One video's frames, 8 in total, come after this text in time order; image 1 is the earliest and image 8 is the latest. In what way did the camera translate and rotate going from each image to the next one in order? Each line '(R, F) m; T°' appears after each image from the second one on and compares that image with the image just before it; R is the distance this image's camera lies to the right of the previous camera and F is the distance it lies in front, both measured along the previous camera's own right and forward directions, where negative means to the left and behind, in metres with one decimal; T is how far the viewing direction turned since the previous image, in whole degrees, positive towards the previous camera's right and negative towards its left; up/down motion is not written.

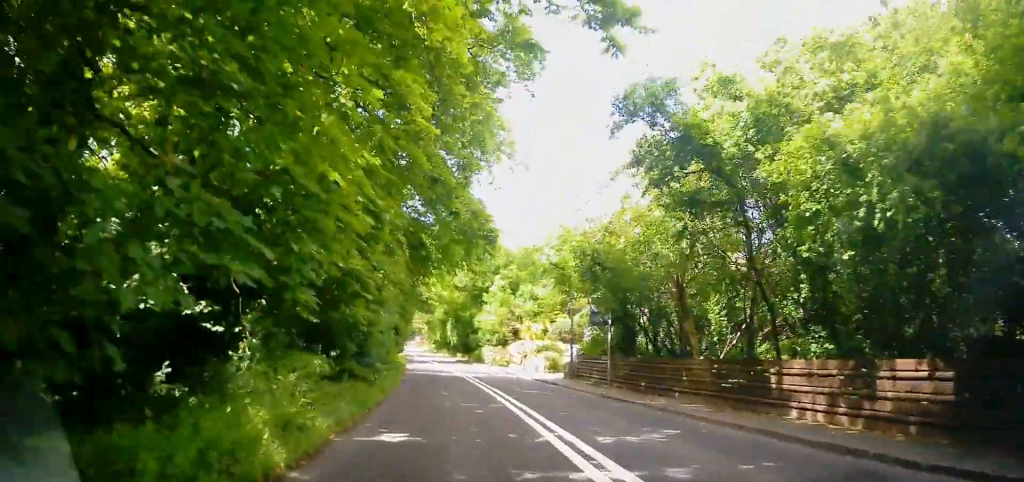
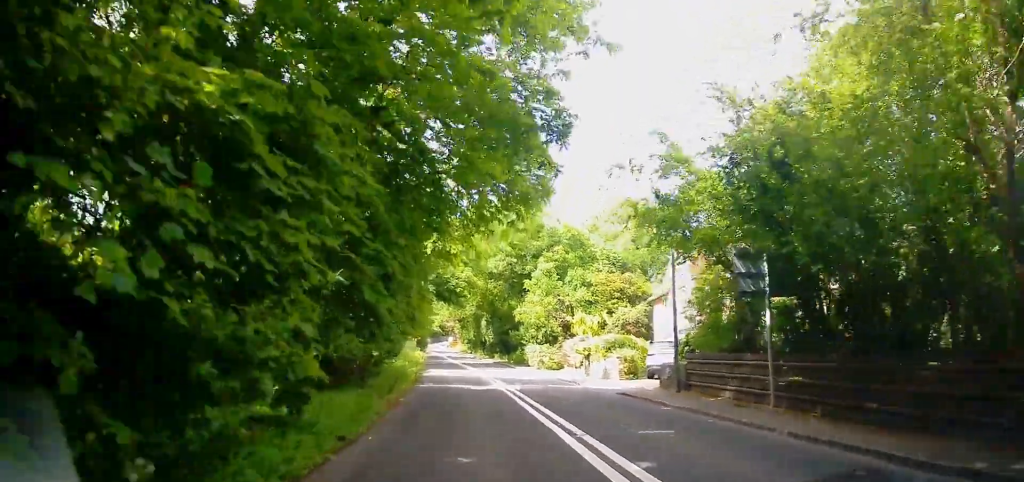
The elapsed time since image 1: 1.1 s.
(-0.3, +10.5) m; -1°
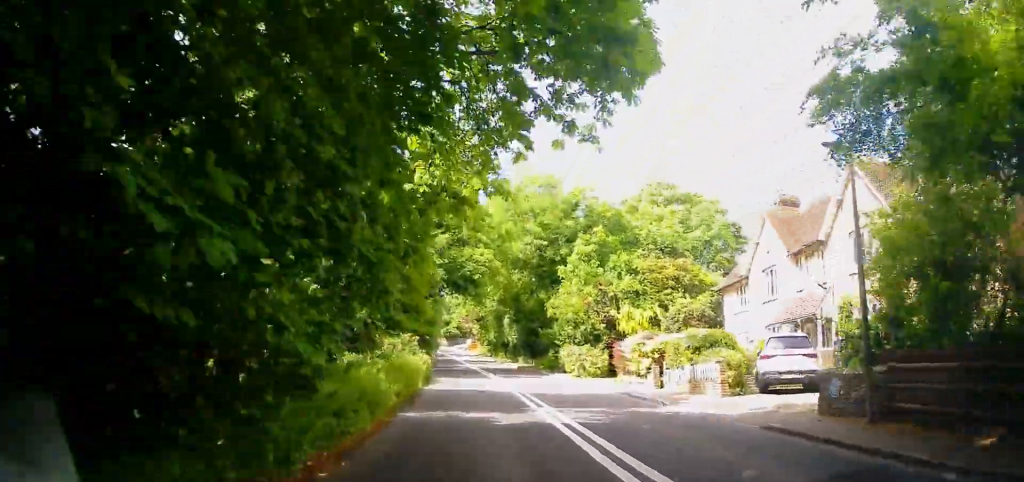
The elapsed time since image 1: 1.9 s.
(+0.1, +8.6) m; 0°
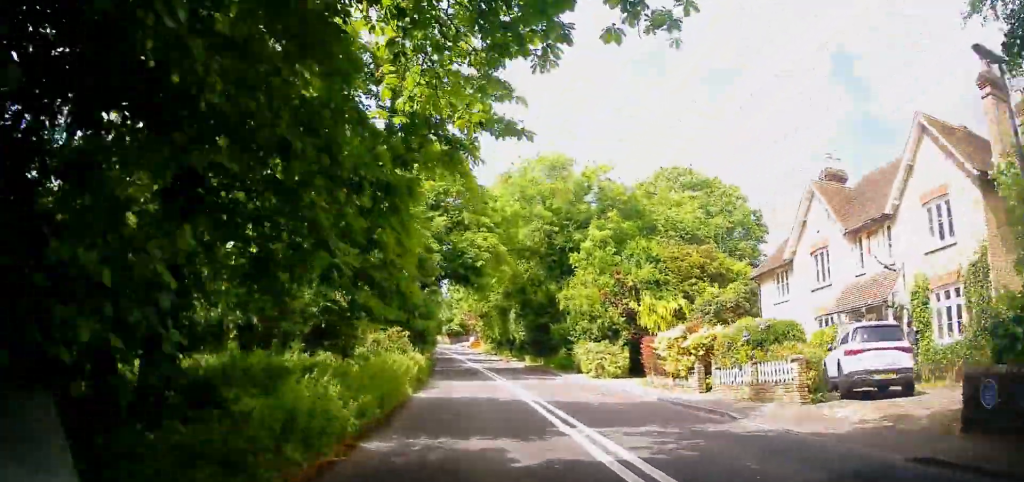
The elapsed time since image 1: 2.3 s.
(+0.1, +4.0) m; 0°
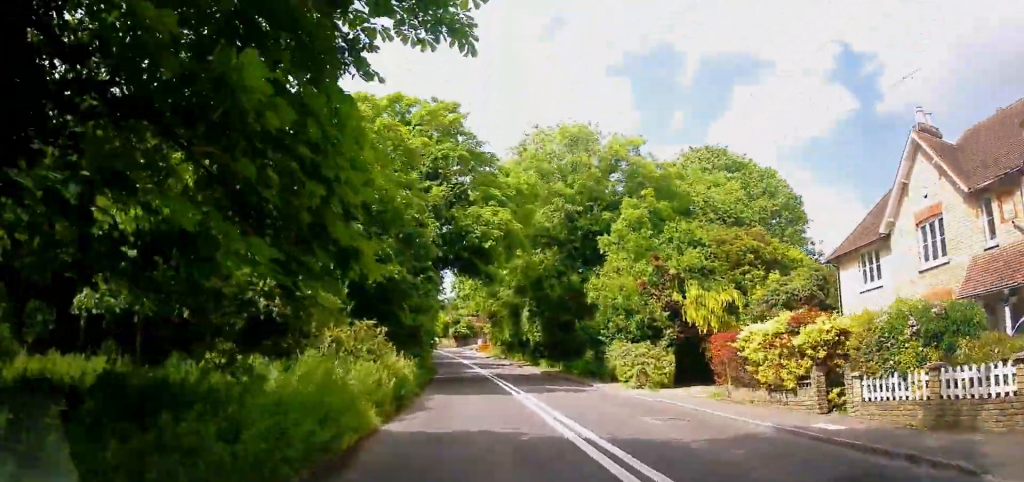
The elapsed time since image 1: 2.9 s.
(-0.2, +6.0) m; -1°
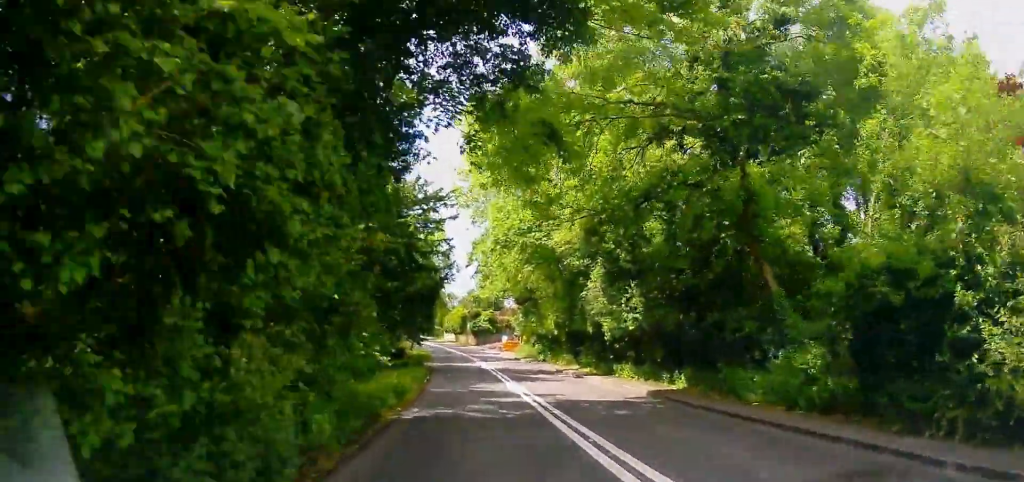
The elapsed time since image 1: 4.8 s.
(-1.0, +18.7) m; -7°
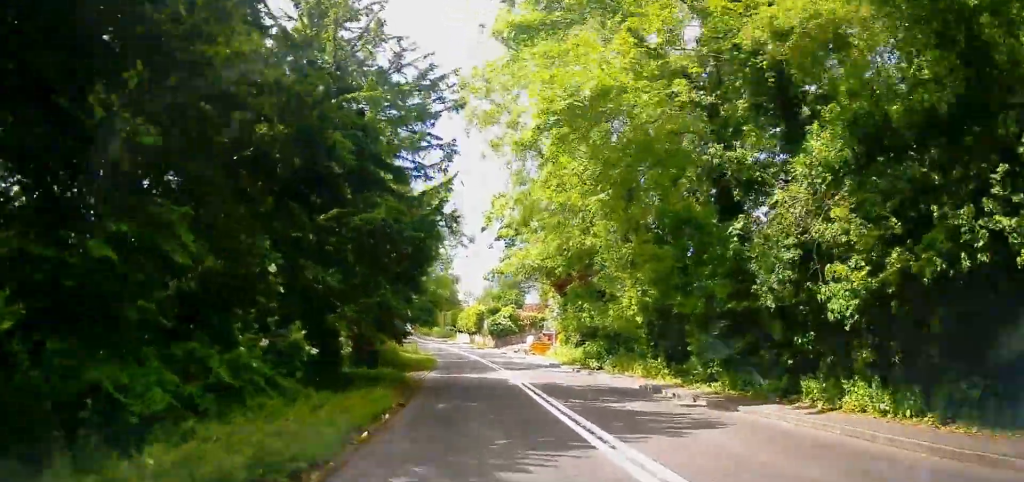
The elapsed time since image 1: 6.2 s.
(-0.3, +14.9) m; 0°
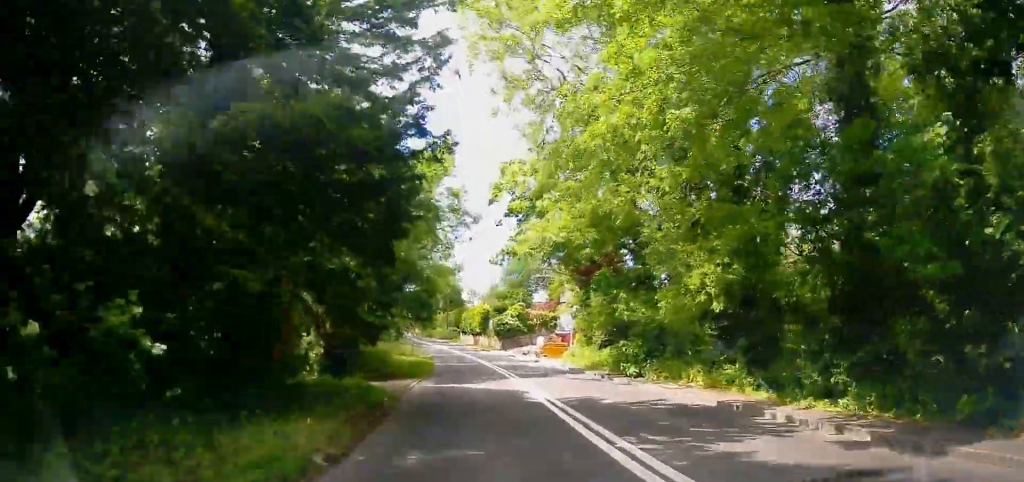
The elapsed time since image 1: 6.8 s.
(0.0, +6.3) m; -1°
